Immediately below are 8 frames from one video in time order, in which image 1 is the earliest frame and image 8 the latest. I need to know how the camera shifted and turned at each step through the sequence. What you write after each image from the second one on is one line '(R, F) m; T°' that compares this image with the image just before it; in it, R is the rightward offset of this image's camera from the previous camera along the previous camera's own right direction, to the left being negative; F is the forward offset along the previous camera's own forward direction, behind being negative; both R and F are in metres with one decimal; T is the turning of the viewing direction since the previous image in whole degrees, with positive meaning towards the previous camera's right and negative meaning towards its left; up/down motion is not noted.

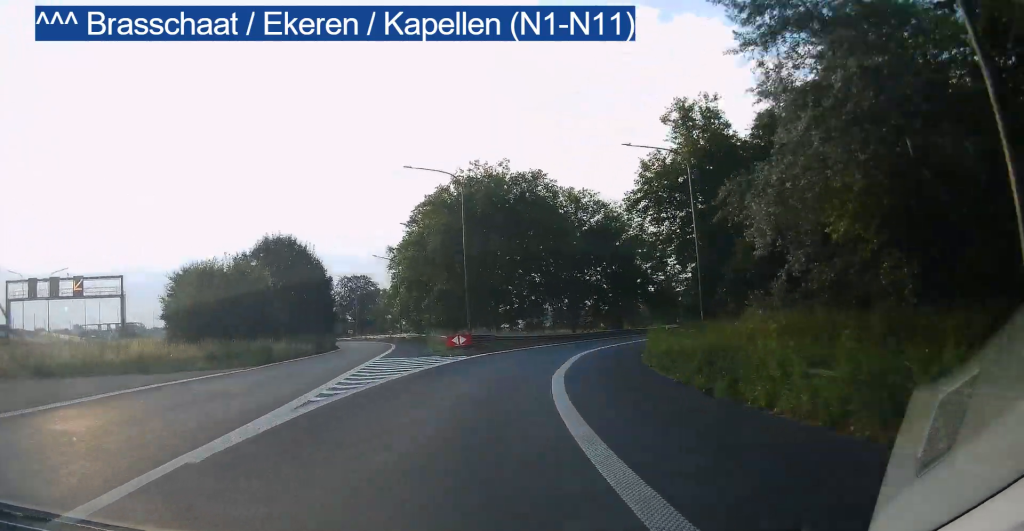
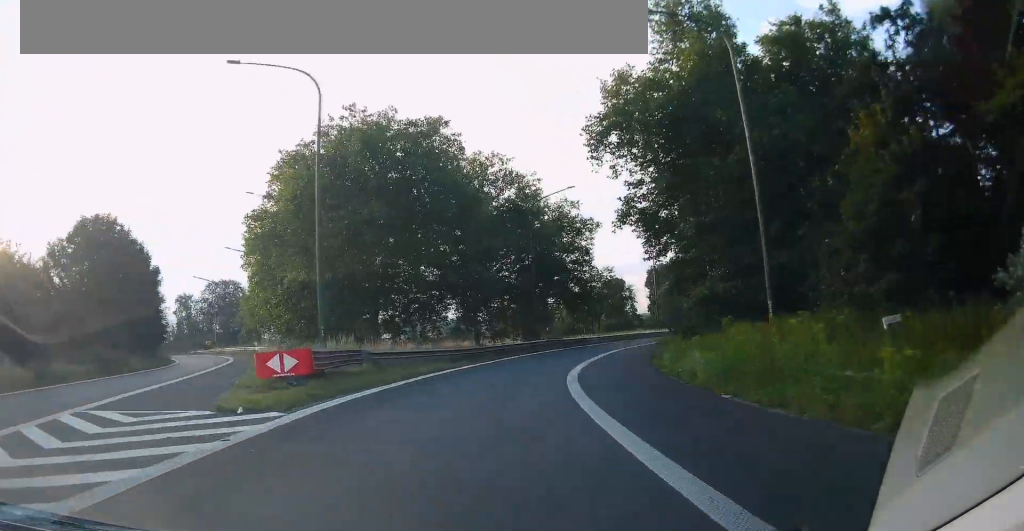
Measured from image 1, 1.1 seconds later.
(-0.2, +24.1) m; +5°
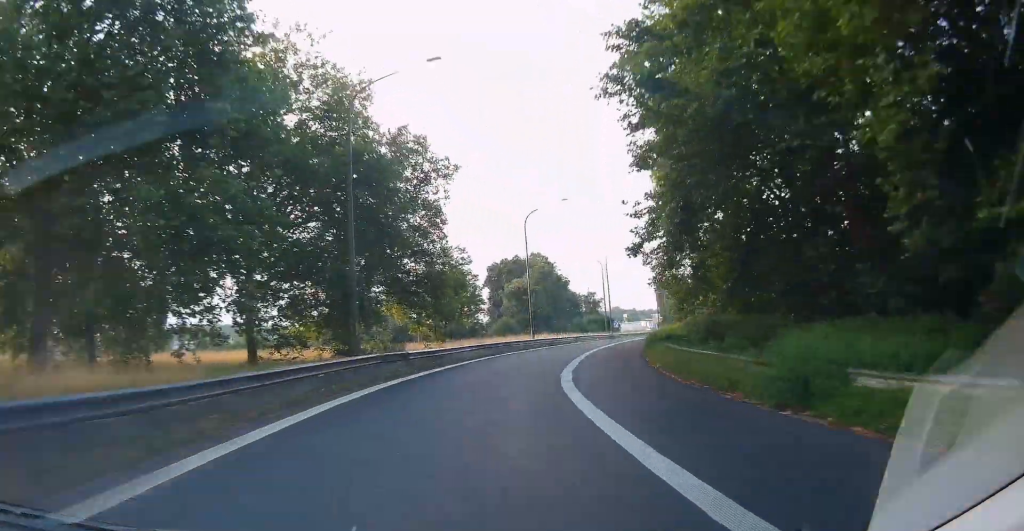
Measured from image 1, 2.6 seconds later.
(+3.2, +28.3) m; +11°
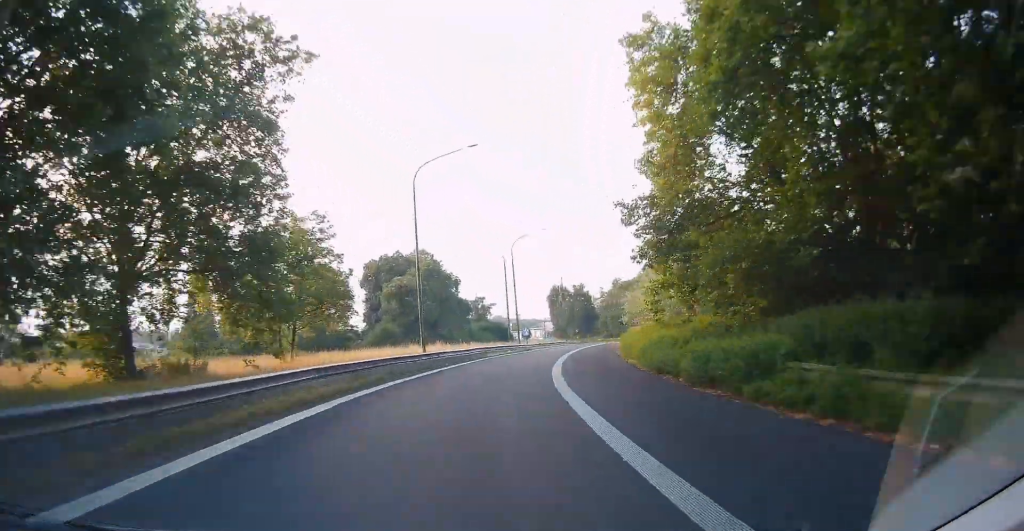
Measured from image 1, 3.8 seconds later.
(+1.6, +19.9) m; +10°
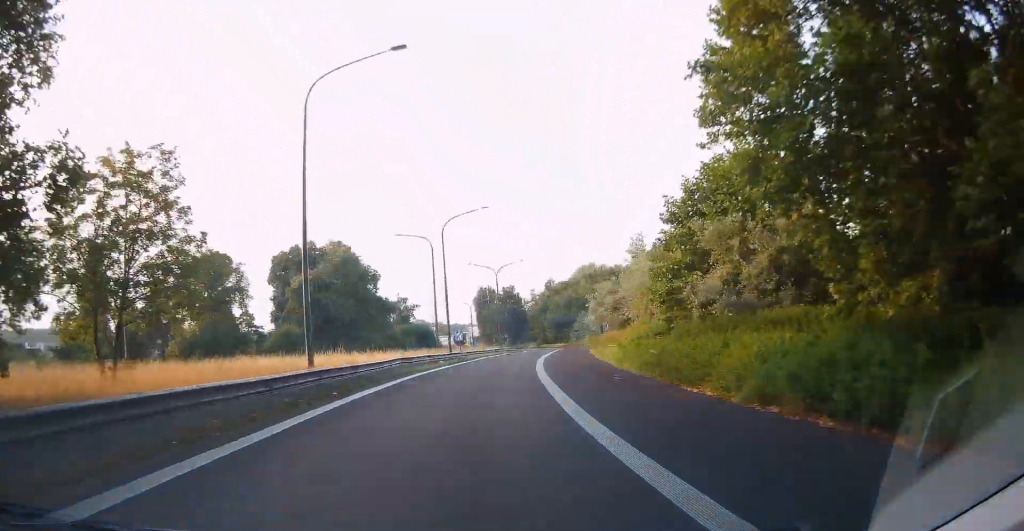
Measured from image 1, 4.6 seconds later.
(+0.4, +15.3) m; +10°
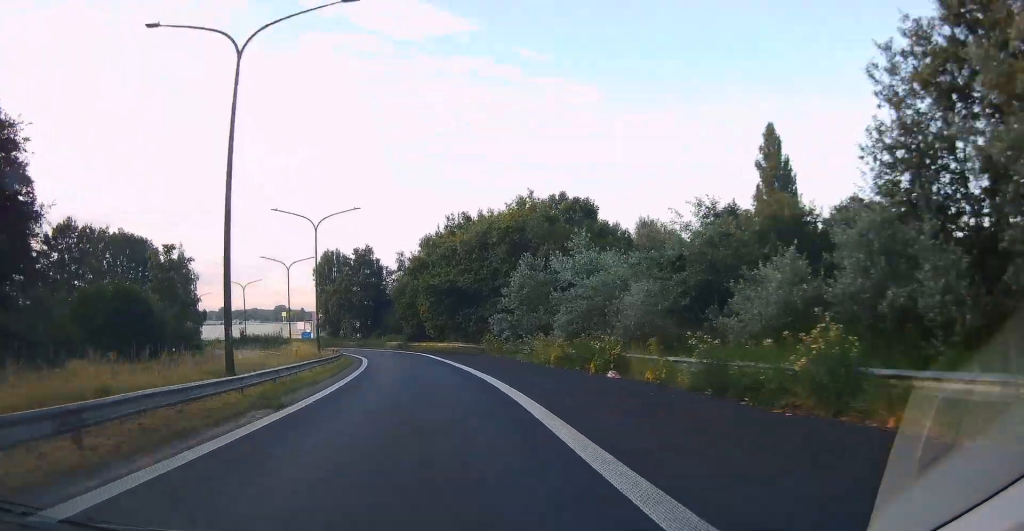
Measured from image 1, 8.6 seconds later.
(+26.6, +64.6) m; +33°
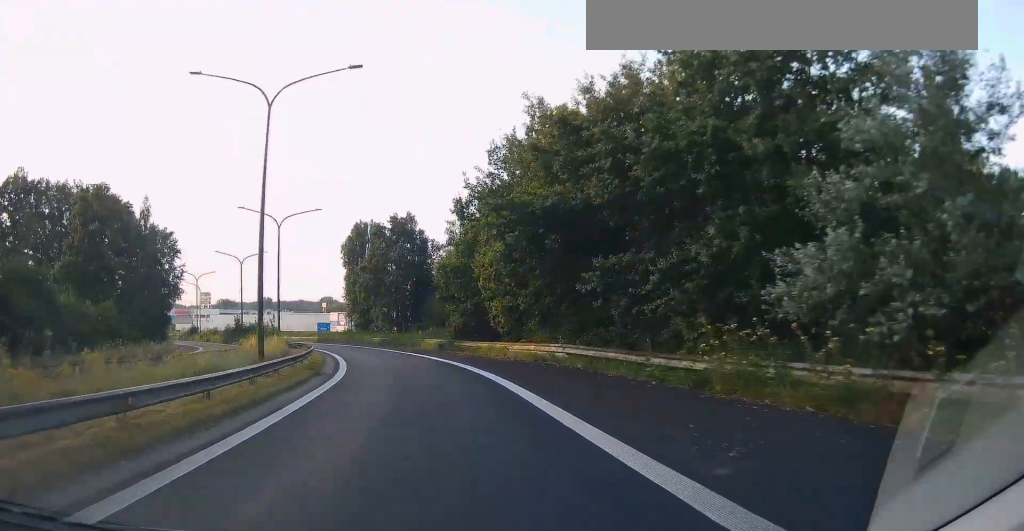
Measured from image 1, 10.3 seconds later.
(+0.5, +32.0) m; -2°
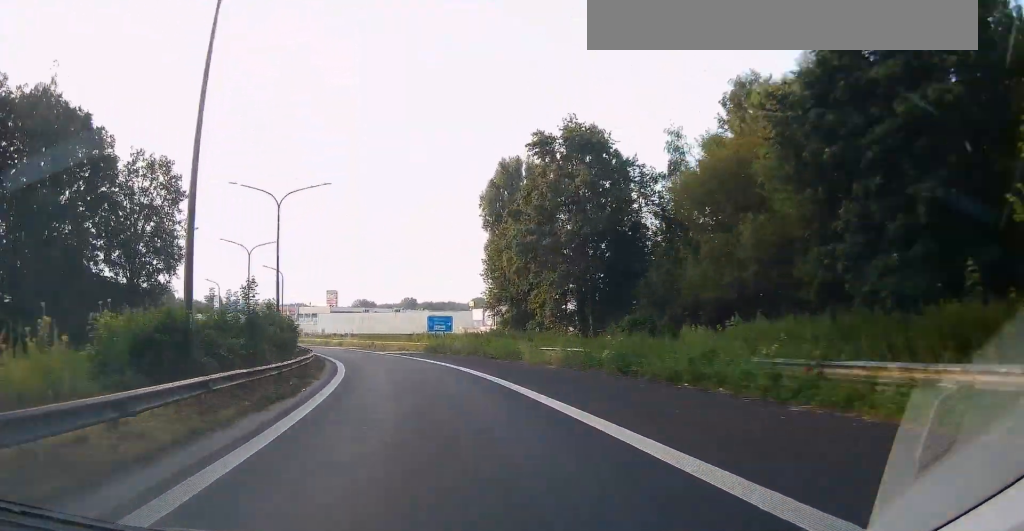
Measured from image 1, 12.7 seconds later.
(-3.4, +46.3) m; -11°
